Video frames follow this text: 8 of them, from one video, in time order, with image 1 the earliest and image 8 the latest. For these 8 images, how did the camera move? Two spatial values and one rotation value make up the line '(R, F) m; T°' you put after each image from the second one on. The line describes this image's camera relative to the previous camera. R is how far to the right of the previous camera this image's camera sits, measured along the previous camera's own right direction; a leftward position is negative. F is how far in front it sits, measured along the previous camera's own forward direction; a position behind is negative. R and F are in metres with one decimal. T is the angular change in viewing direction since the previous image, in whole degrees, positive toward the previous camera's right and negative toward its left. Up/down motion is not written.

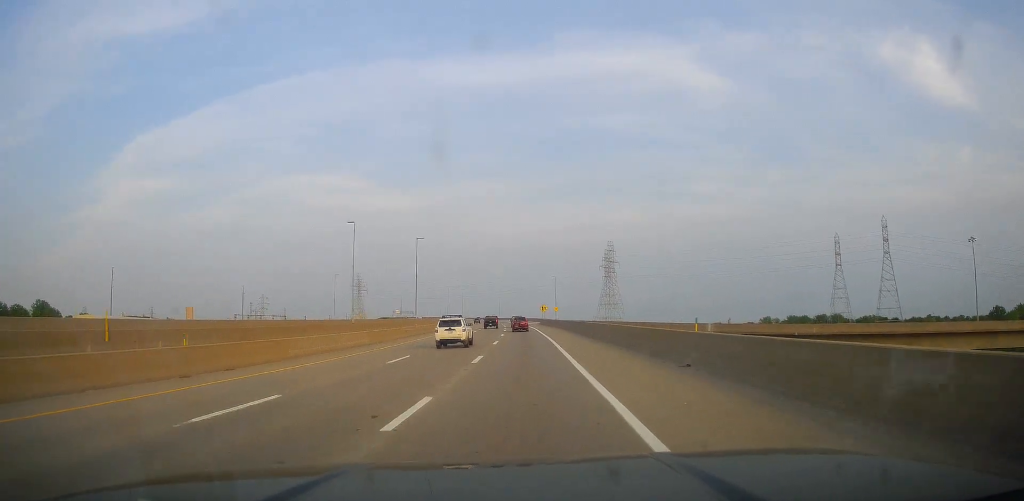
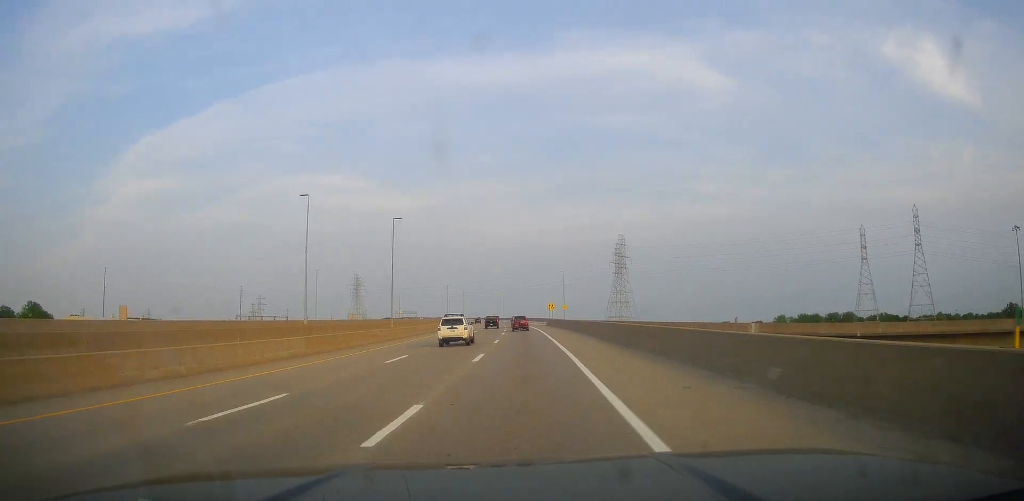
(-0.2, +15.1) m; -1°
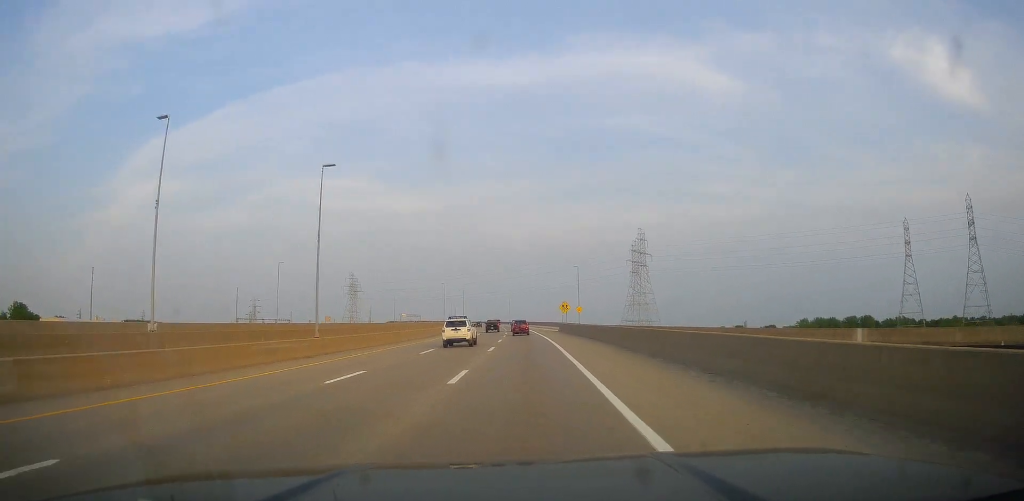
(0.0, +22.7) m; 0°
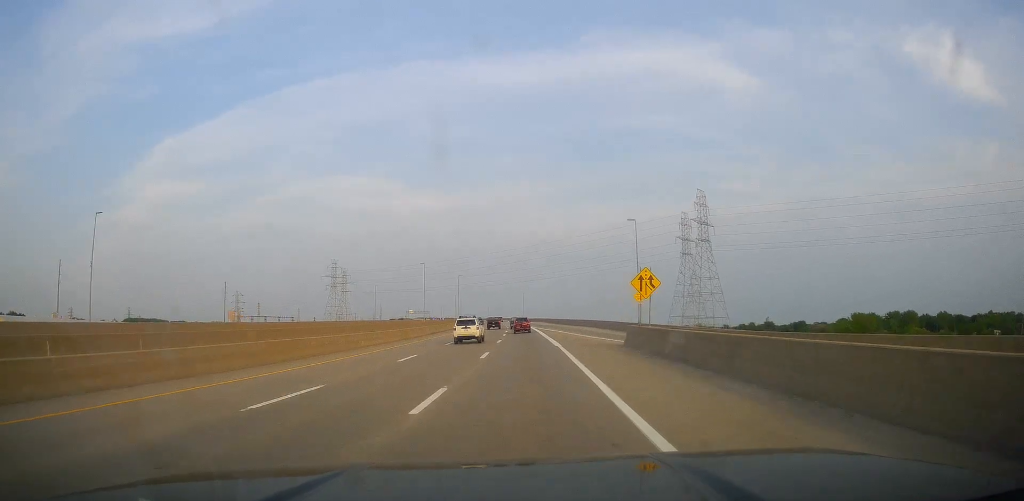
(-0.5, +50.8) m; -1°
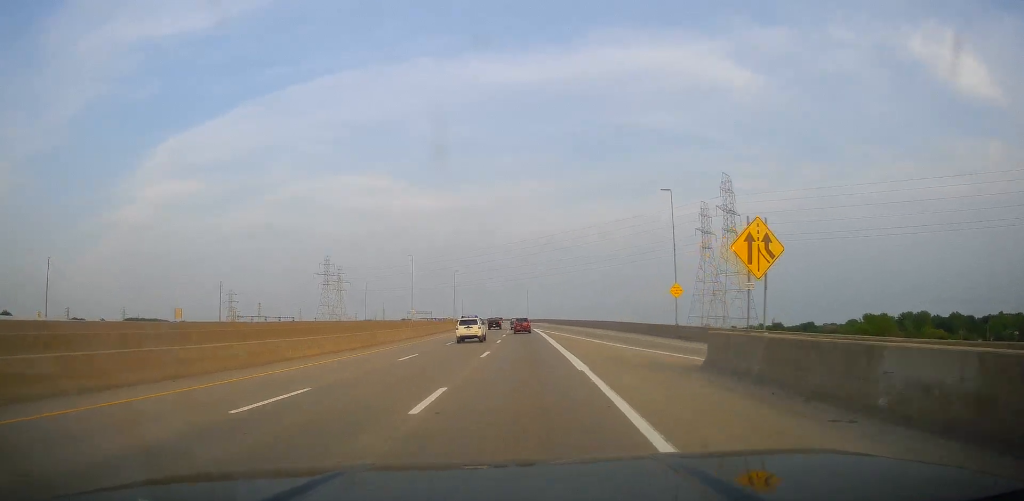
(0.0, +15.1) m; -1°
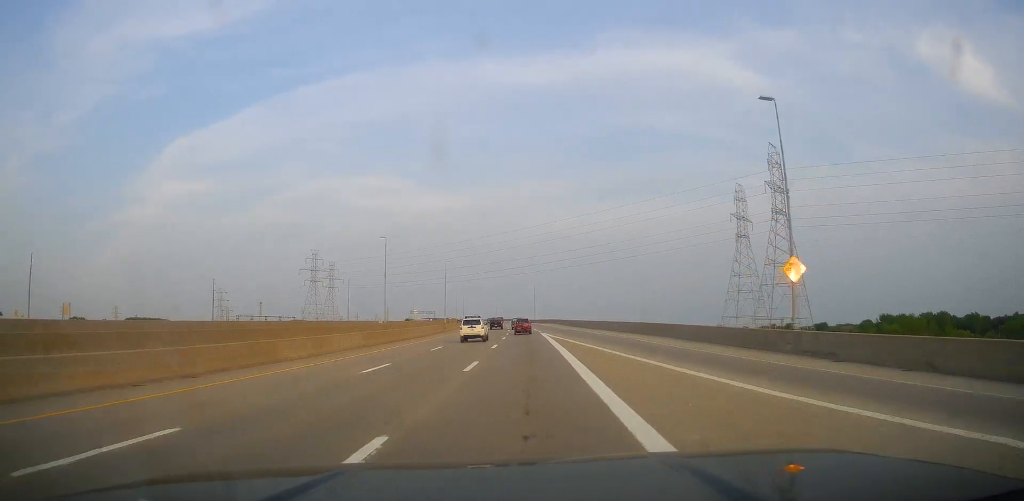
(-0.1, +21.7) m; -1°
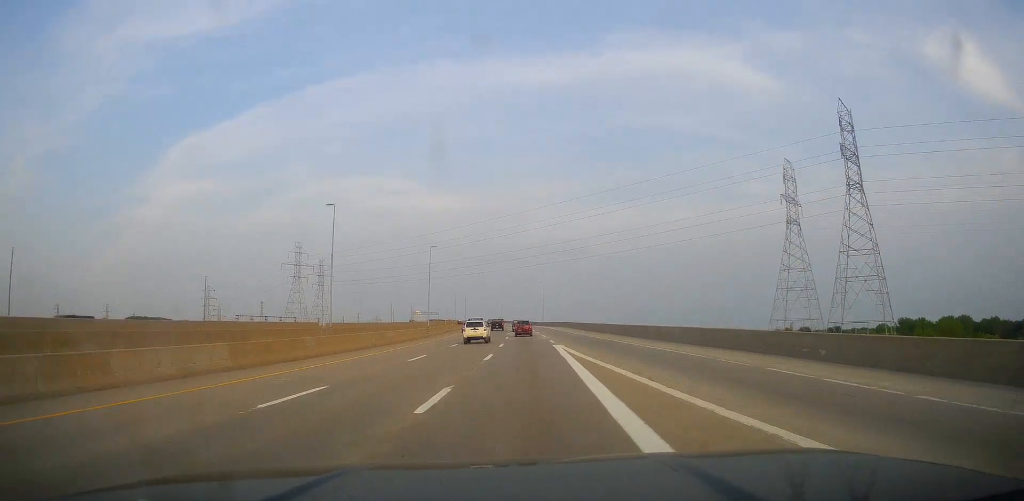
(-0.3, +22.8) m; -1°
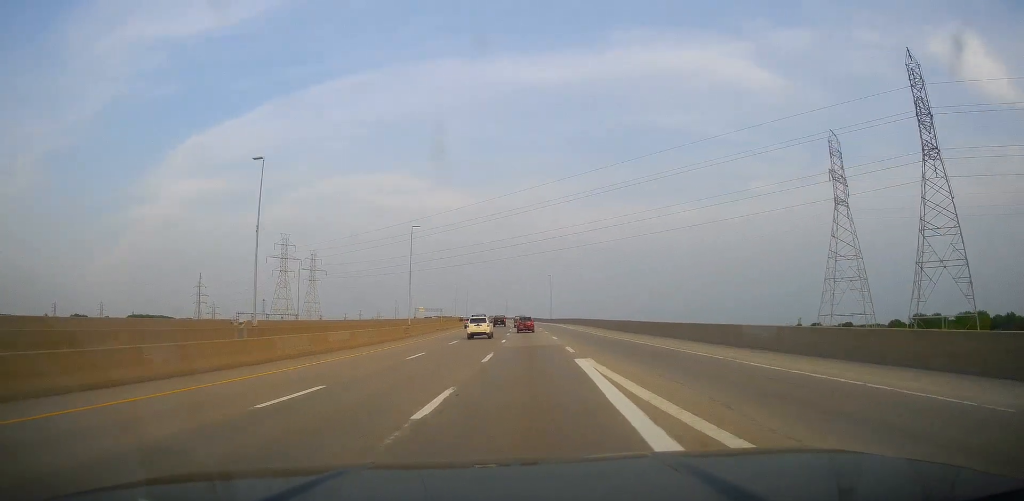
(-0.1, +16.2) m; -1°
